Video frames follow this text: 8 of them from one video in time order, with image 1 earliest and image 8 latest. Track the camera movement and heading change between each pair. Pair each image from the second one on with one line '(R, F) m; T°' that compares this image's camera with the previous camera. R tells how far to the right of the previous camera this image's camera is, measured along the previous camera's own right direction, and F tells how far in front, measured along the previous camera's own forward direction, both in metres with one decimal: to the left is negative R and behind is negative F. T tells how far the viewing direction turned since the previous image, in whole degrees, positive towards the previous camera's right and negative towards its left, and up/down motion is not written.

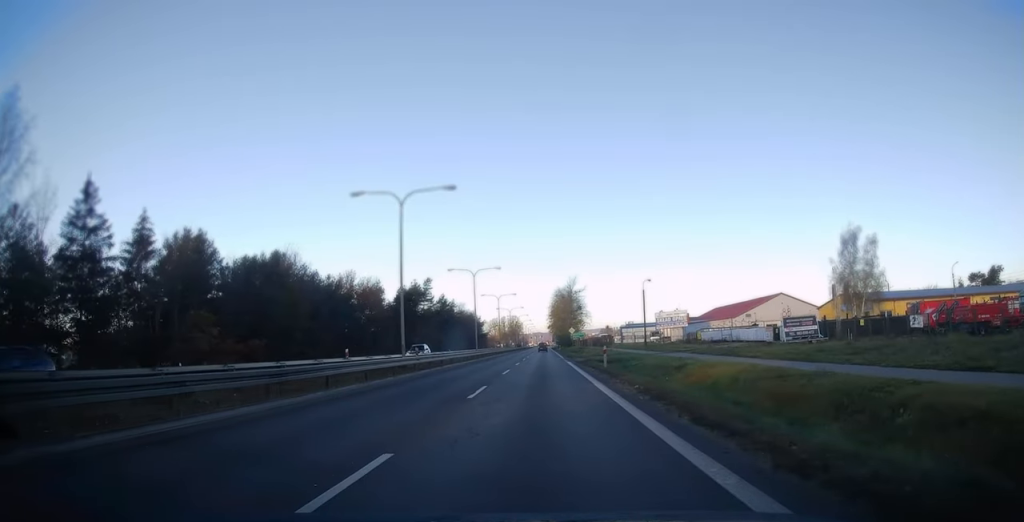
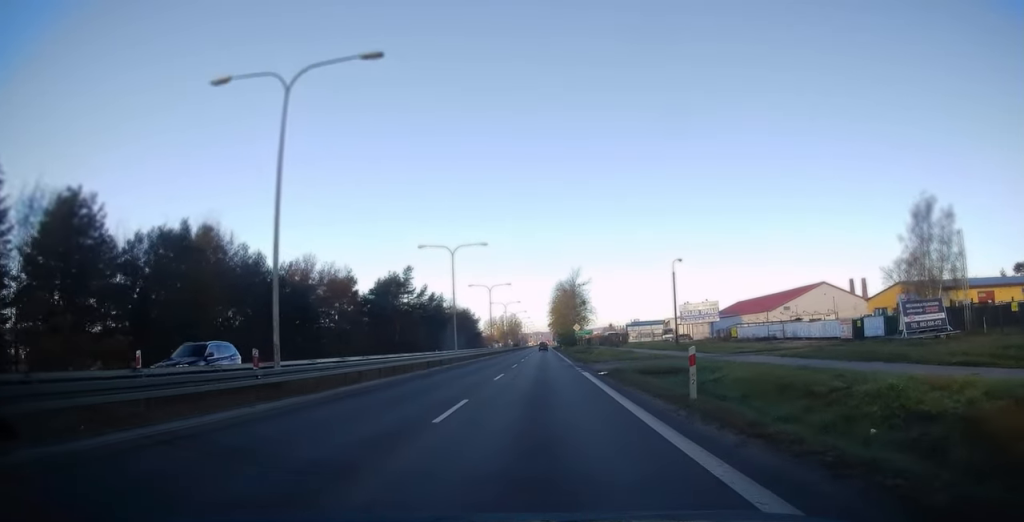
(+0.4, +17.0) m; 0°
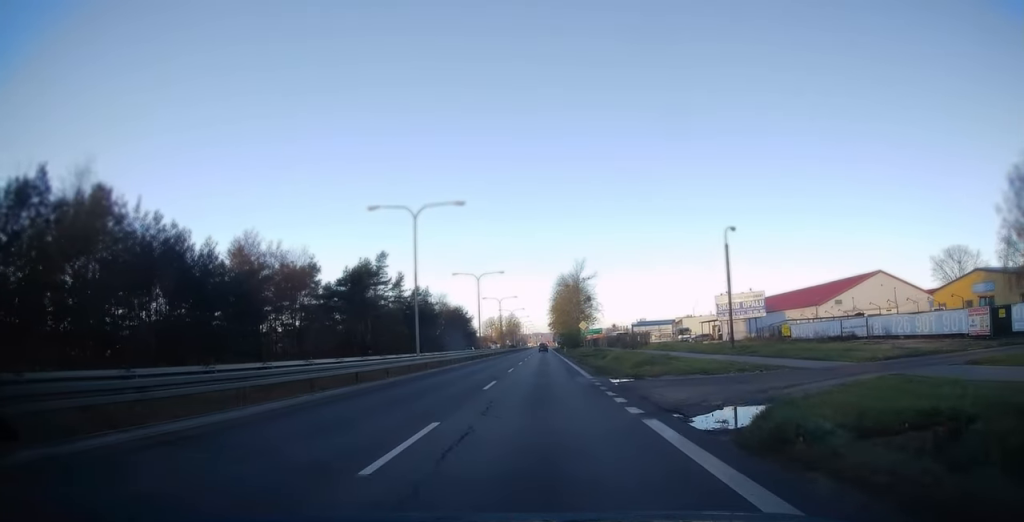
(-0.3, +16.5) m; 0°
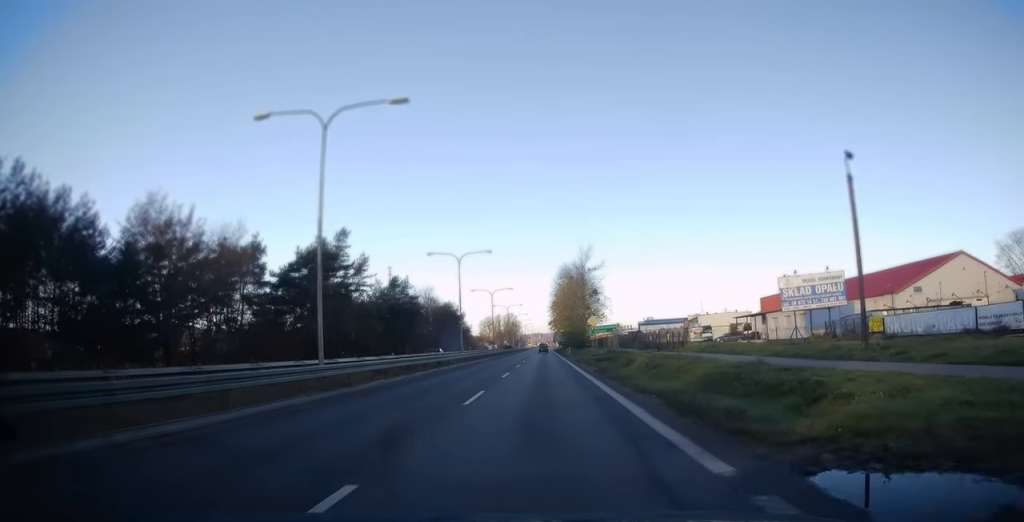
(+0.3, +17.1) m; 0°
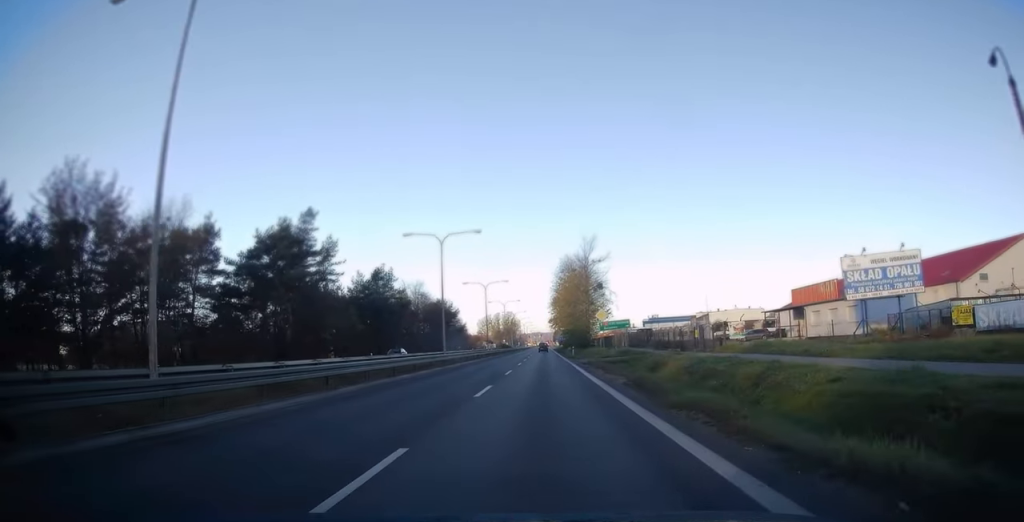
(-0.1, +10.2) m; -1°
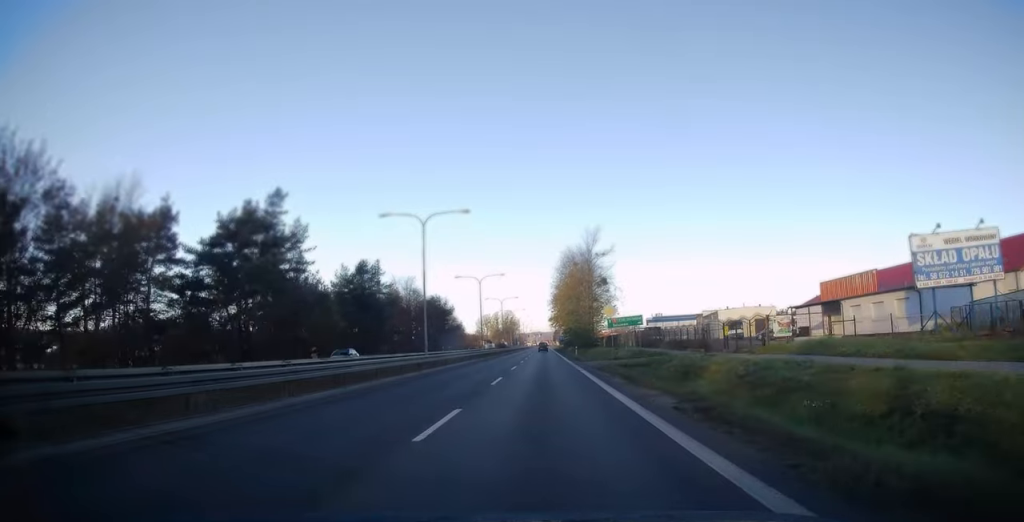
(-0.1, +7.4) m; -1°
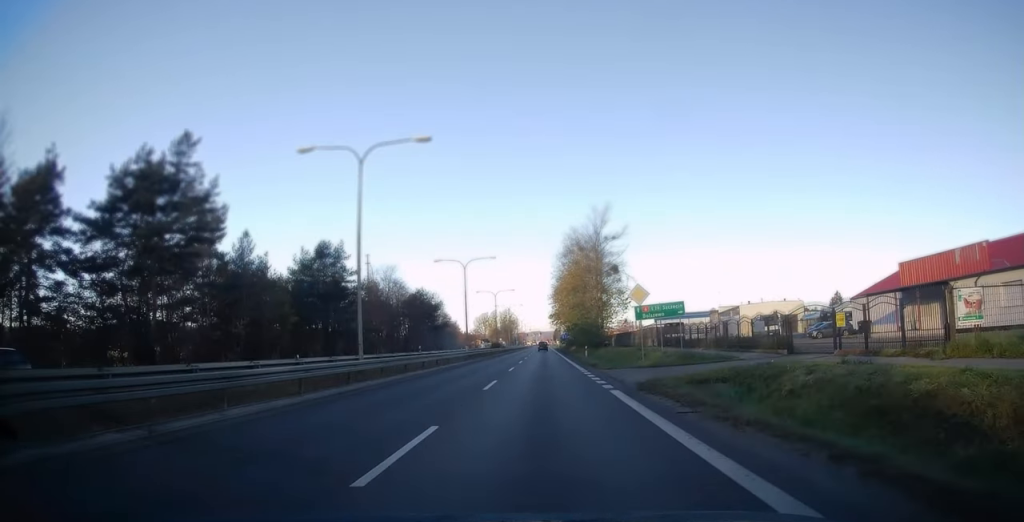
(0.0, +14.8) m; 0°
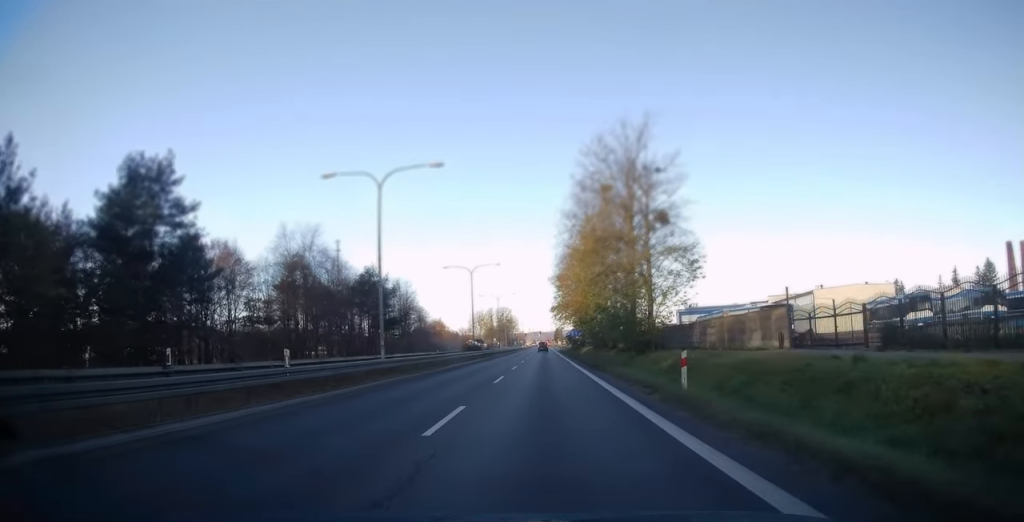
(+0.7, +33.5) m; +1°
